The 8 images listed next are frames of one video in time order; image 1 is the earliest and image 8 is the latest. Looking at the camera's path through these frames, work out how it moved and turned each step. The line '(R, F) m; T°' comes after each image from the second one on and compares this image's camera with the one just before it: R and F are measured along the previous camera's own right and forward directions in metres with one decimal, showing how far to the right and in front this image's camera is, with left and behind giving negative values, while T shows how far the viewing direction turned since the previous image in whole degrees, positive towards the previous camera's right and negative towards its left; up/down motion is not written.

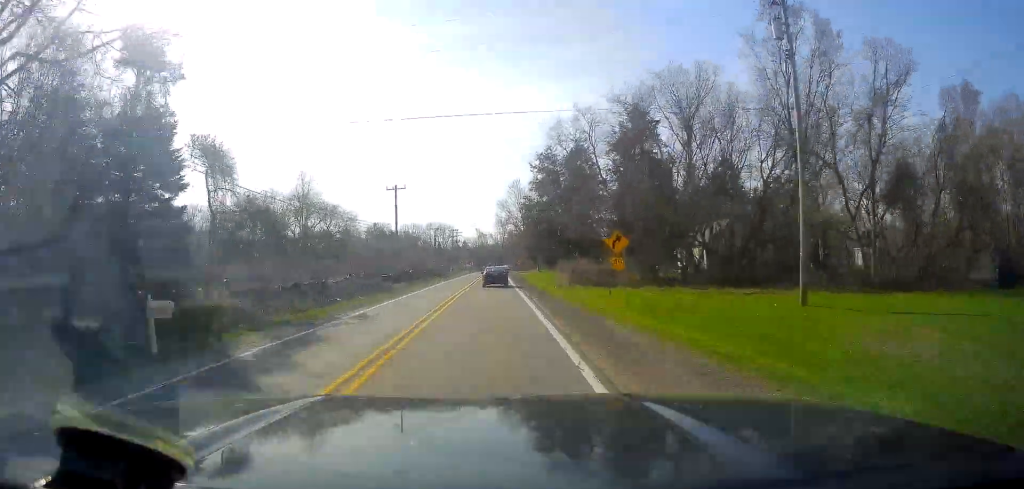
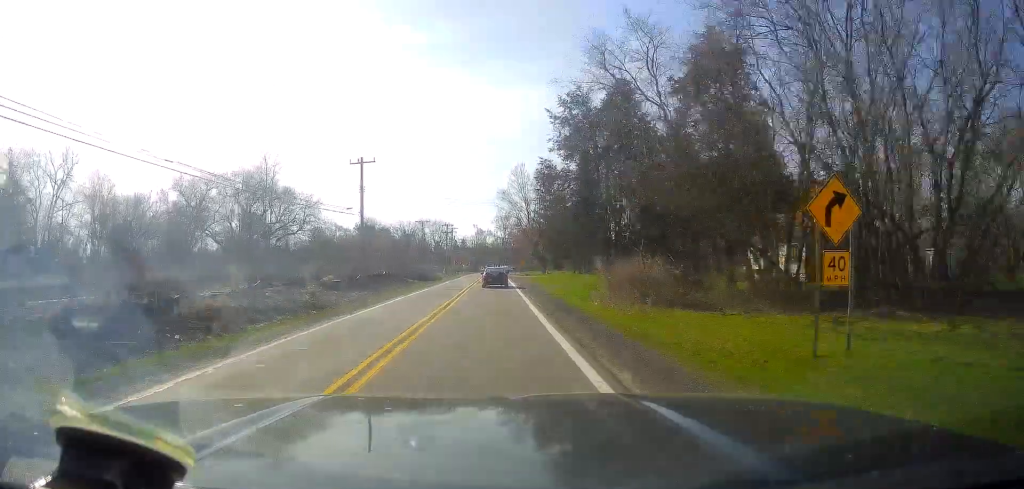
(0.0, +19.1) m; 0°
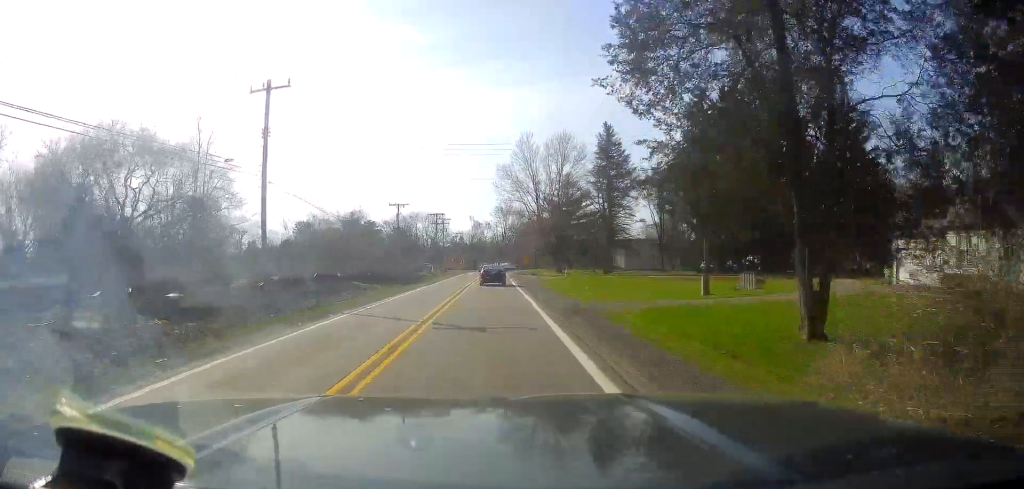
(+0.1, +23.2) m; 0°
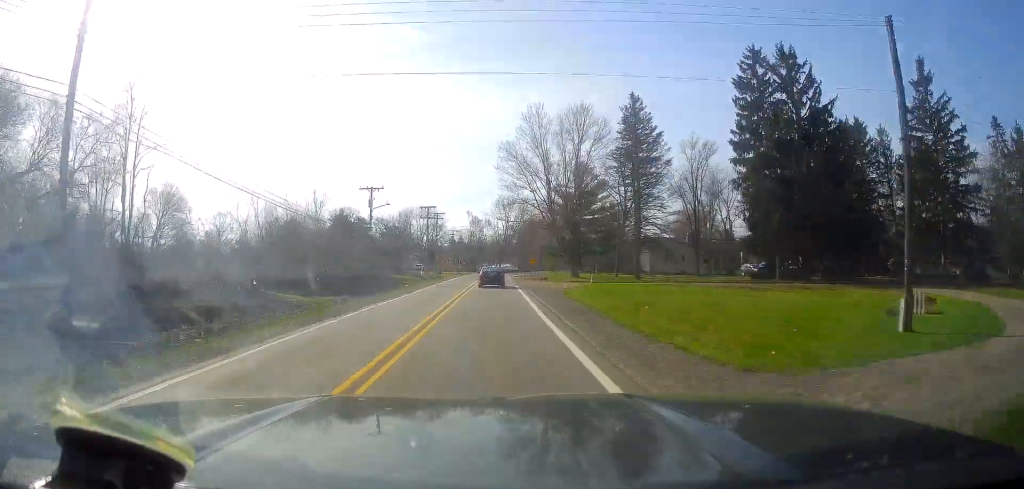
(-0.1, +16.2) m; 0°
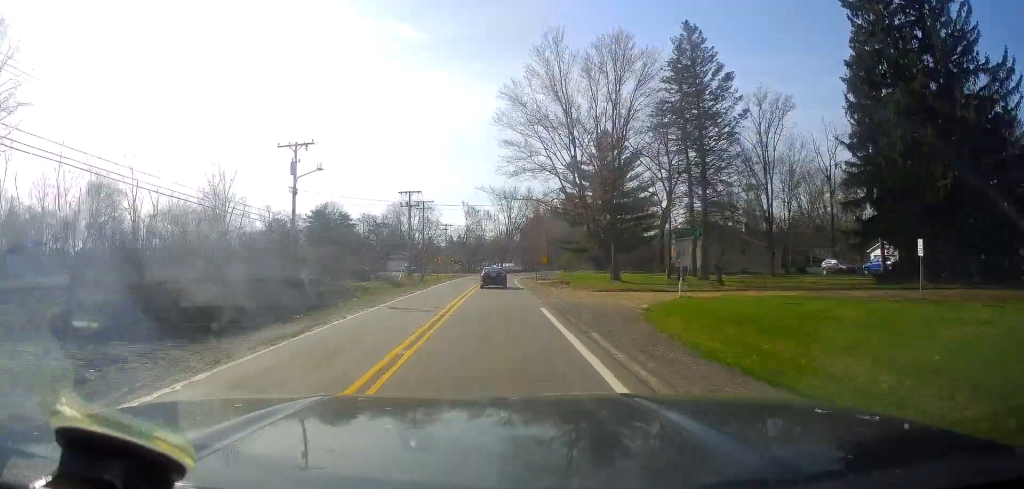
(+0.1, +21.6) m; +1°
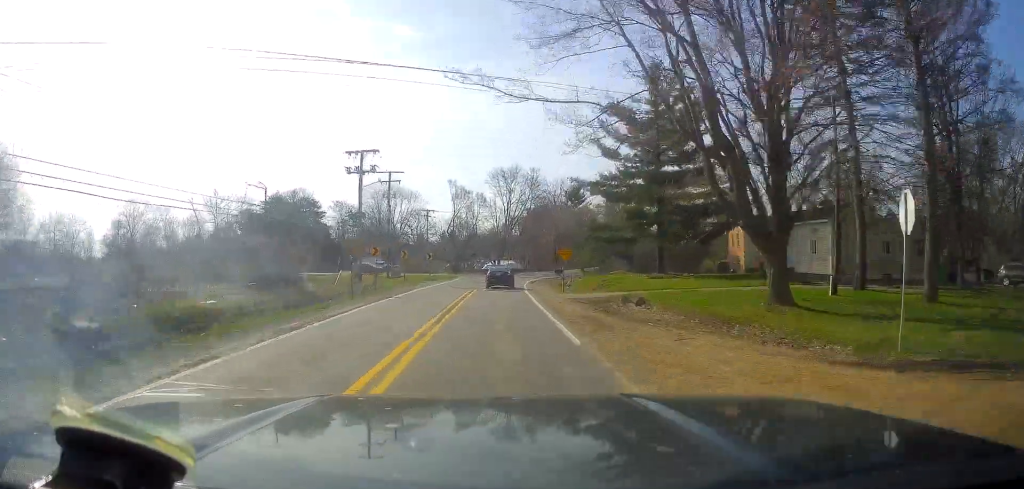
(+0.2, +26.9) m; -1°
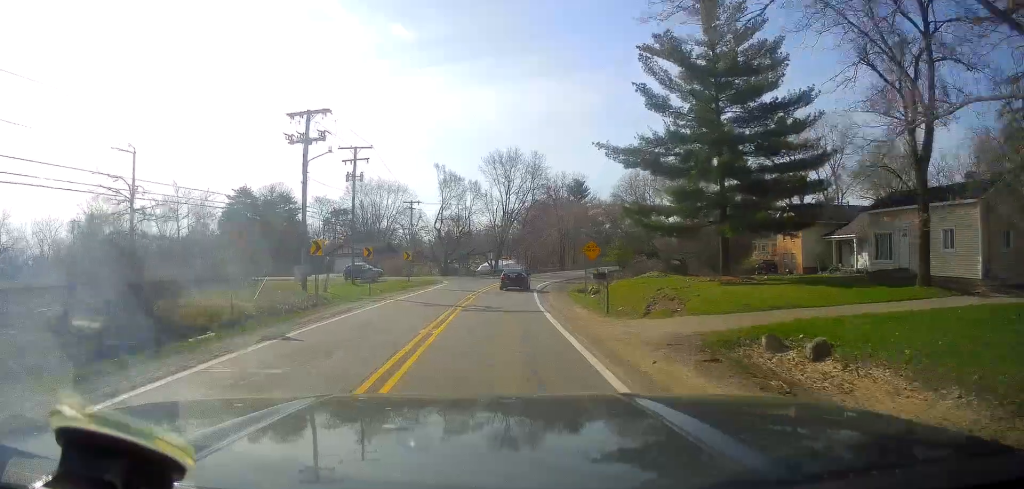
(-0.5, +14.5) m; 0°
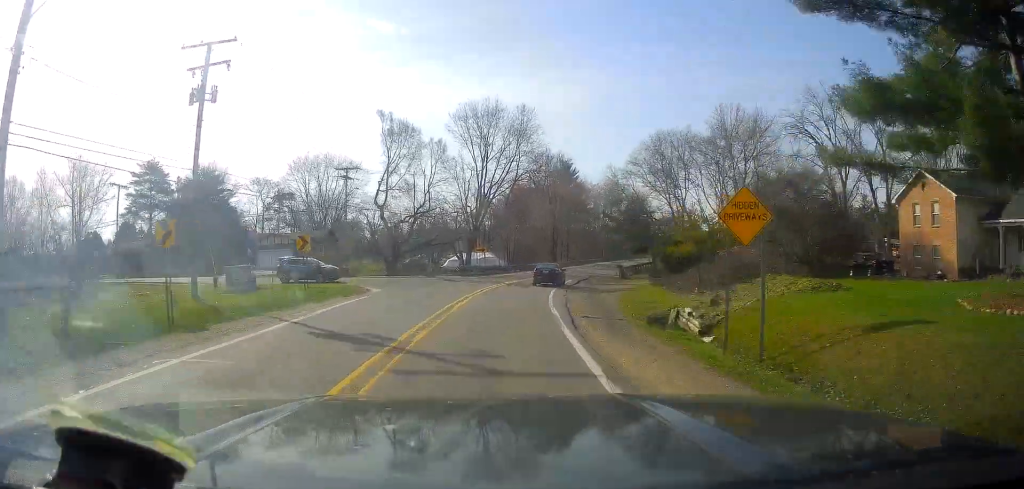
(+0.5, +24.1) m; +6°
